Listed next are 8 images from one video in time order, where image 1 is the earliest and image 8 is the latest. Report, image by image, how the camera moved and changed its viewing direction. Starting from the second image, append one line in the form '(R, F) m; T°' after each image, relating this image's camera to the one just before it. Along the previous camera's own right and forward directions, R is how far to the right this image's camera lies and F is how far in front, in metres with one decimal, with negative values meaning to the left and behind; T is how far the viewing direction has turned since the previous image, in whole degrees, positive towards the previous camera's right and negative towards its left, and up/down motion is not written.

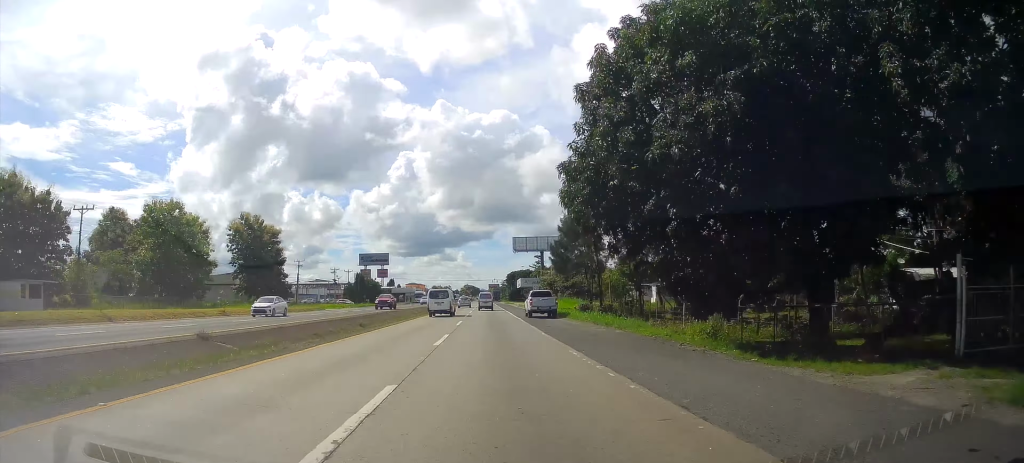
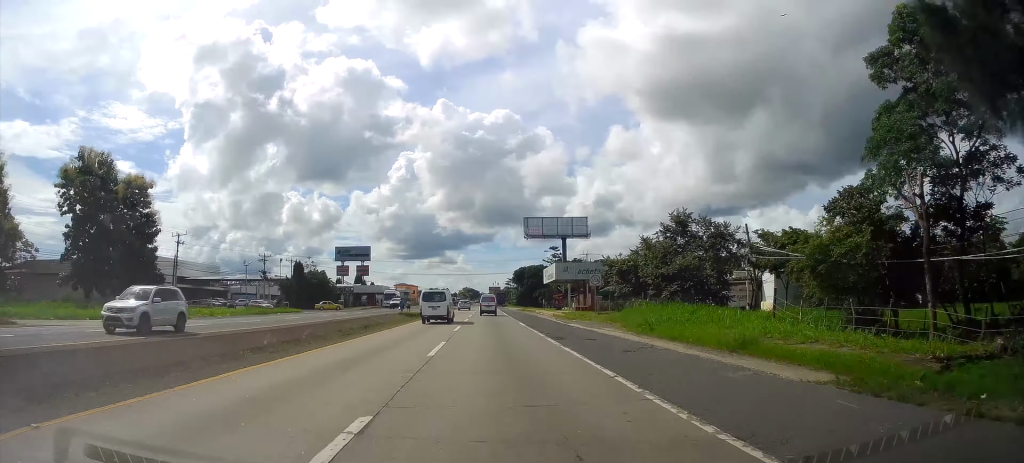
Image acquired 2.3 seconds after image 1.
(-0.2, +50.9) m; 0°
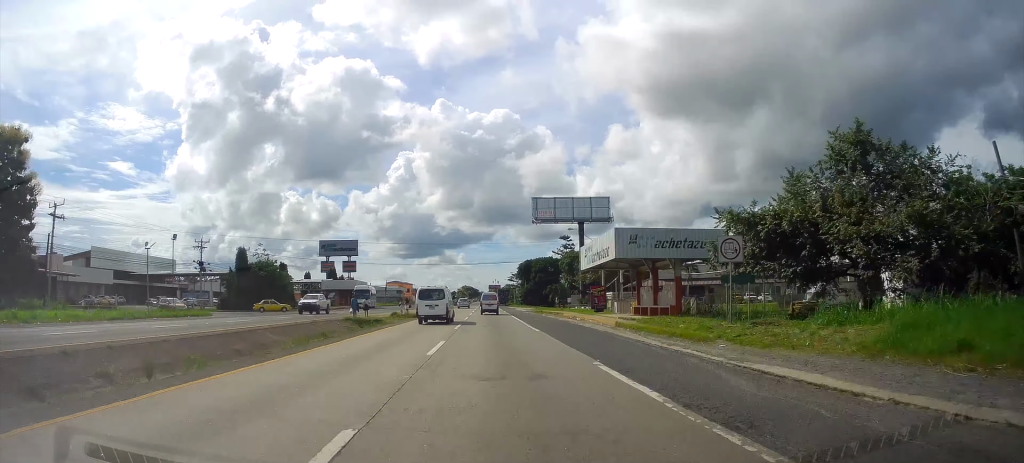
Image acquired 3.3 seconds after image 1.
(-0.2, +24.5) m; 0°
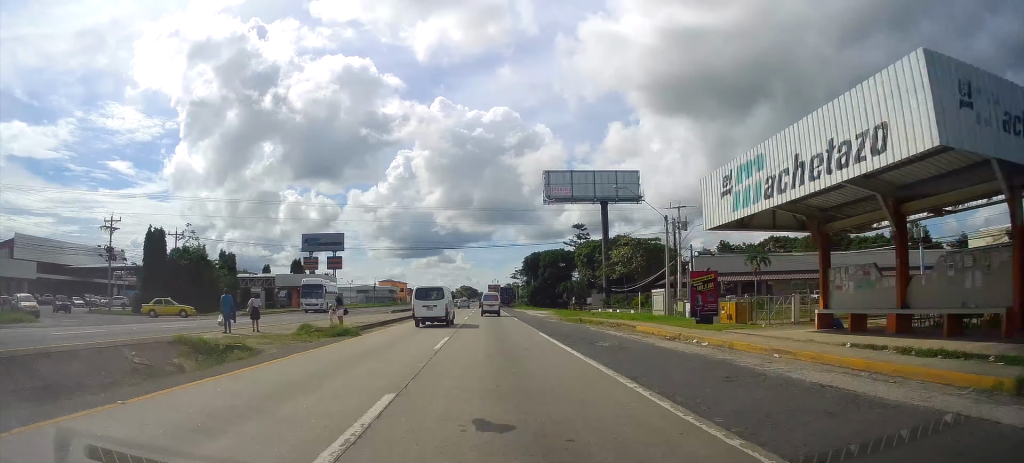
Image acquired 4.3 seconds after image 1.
(+0.1, +22.3) m; 0°
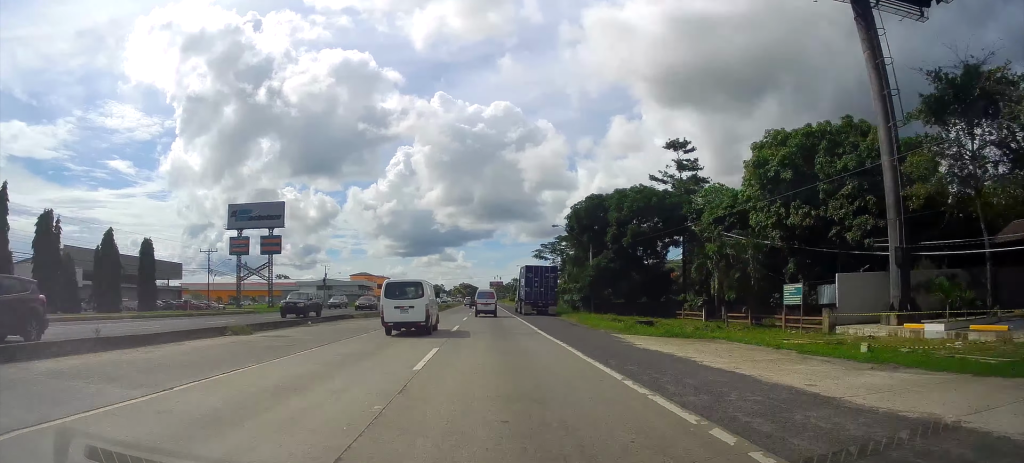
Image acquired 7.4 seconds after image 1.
(-0.4, +67.4) m; -1°
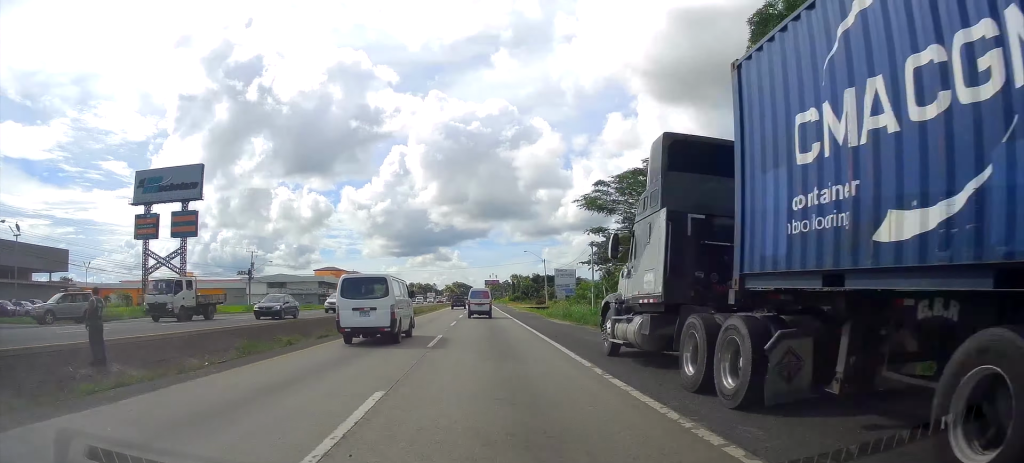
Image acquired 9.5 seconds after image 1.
(+0.1, +44.0) m; +1°
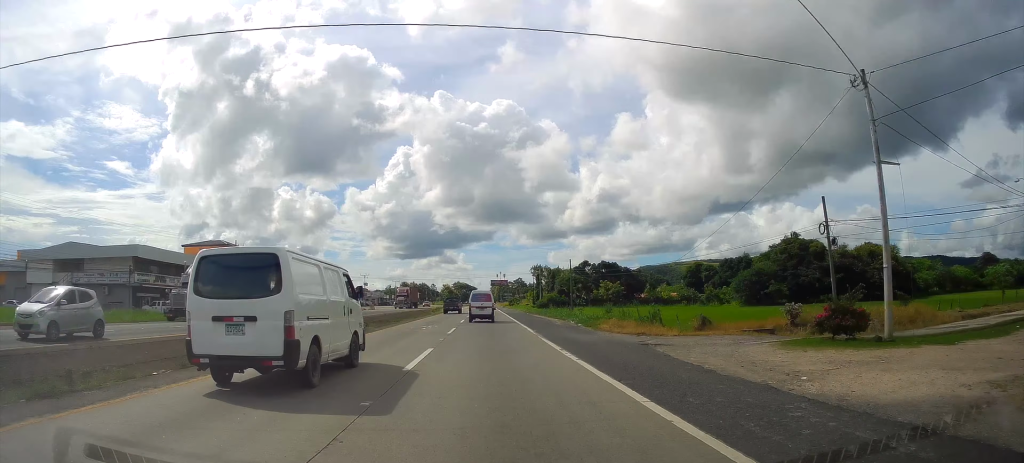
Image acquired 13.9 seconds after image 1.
(+0.7, +90.9) m; 0°
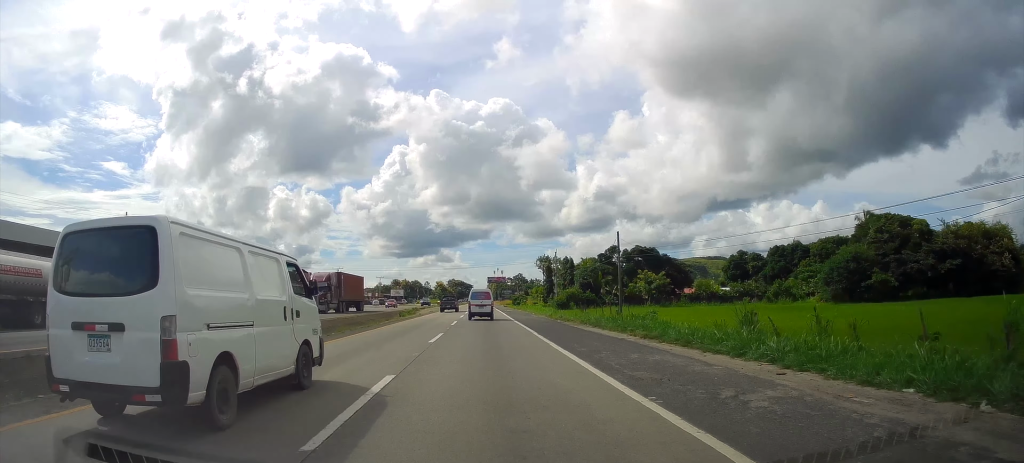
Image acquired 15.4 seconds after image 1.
(+0.3, +30.6) m; 0°
